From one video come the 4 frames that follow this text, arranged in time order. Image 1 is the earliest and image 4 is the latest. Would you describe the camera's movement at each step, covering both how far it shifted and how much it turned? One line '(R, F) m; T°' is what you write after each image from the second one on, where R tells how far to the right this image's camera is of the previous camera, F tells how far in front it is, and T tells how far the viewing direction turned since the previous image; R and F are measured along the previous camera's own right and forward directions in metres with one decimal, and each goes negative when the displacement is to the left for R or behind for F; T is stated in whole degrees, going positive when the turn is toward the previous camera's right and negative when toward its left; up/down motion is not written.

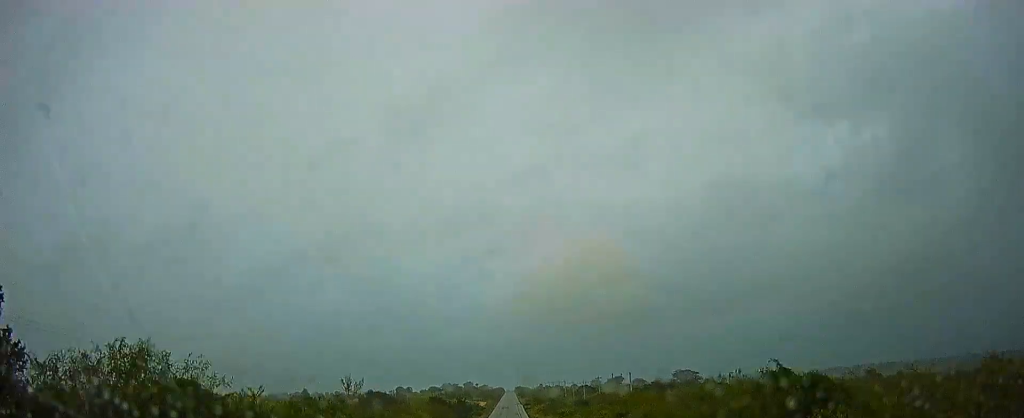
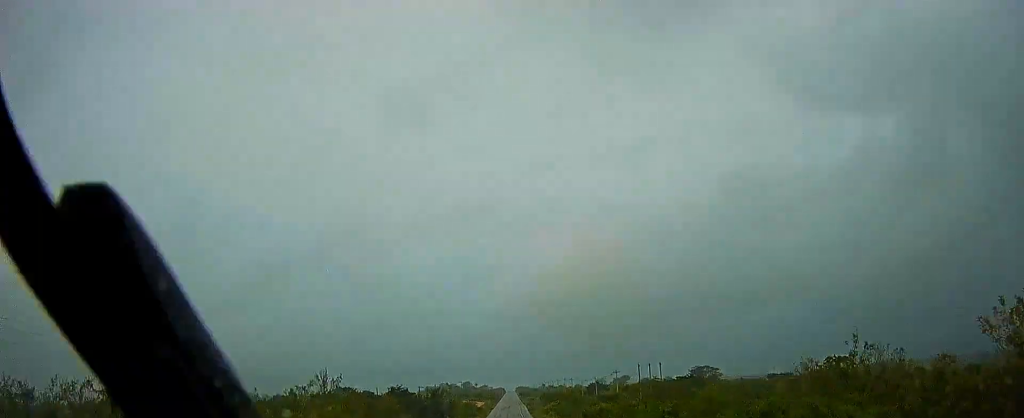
(-0.4, +30.5) m; 0°
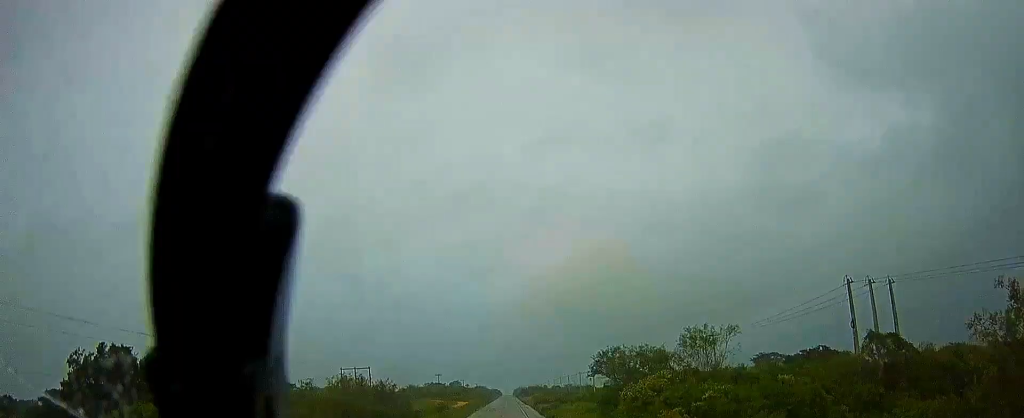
(+0.8, +81.5) m; +1°
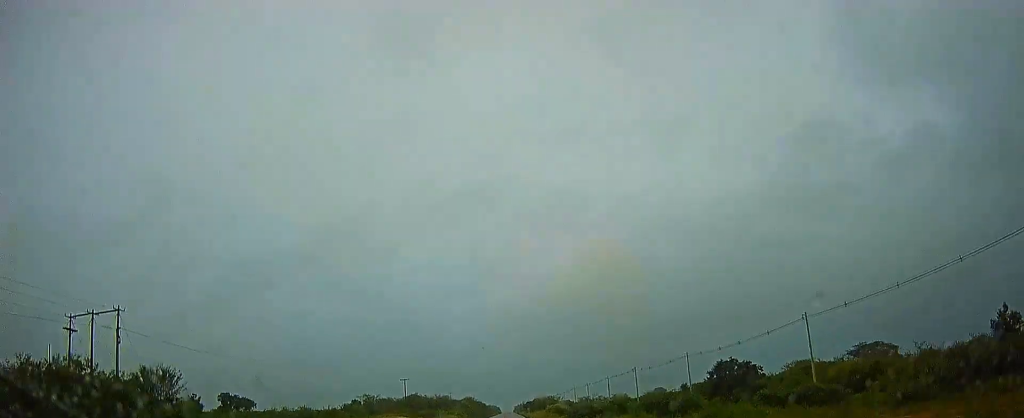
(-0.4, +68.7) m; -1°
